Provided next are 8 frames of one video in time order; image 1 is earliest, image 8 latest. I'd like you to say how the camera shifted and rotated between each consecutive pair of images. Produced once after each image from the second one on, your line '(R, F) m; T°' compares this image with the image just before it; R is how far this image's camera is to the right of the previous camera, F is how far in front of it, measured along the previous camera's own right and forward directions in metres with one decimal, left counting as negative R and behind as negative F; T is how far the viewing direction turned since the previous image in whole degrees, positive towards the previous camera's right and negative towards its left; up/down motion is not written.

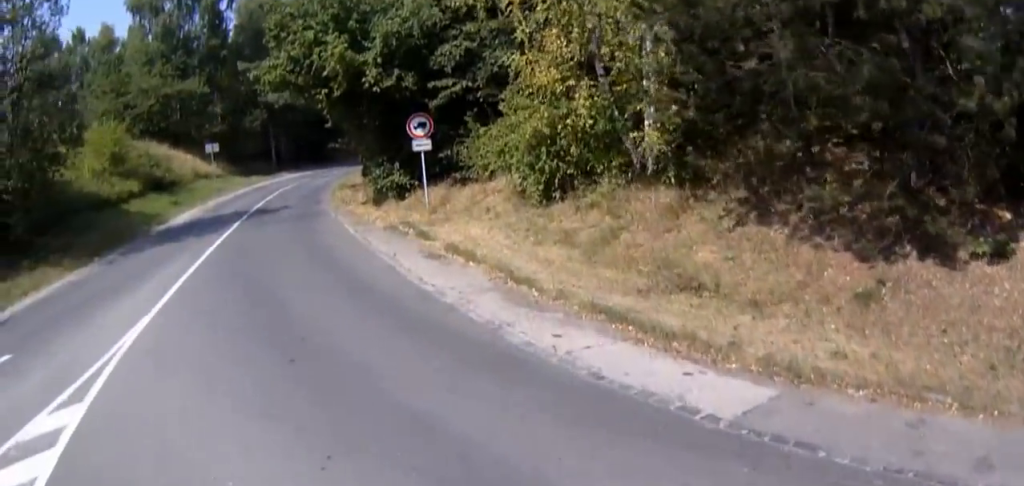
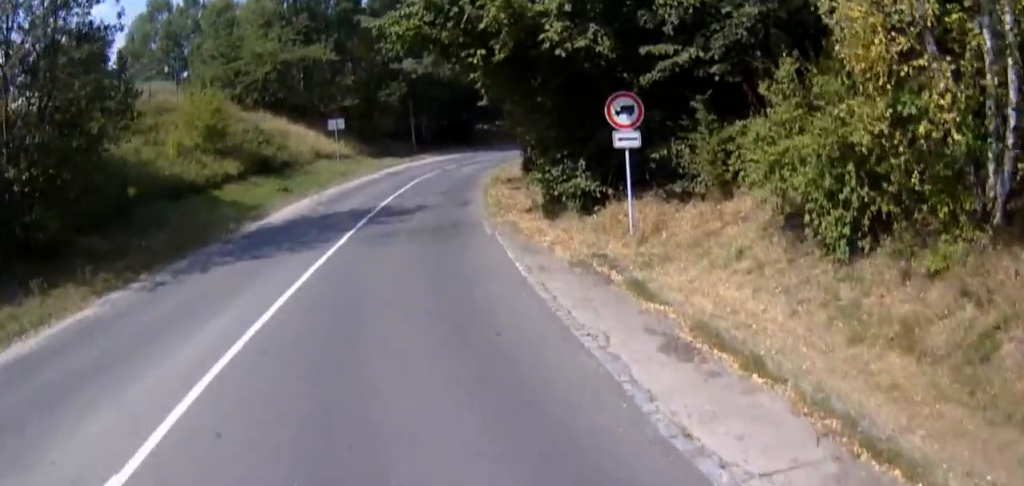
(-0.5, +5.9) m; -8°
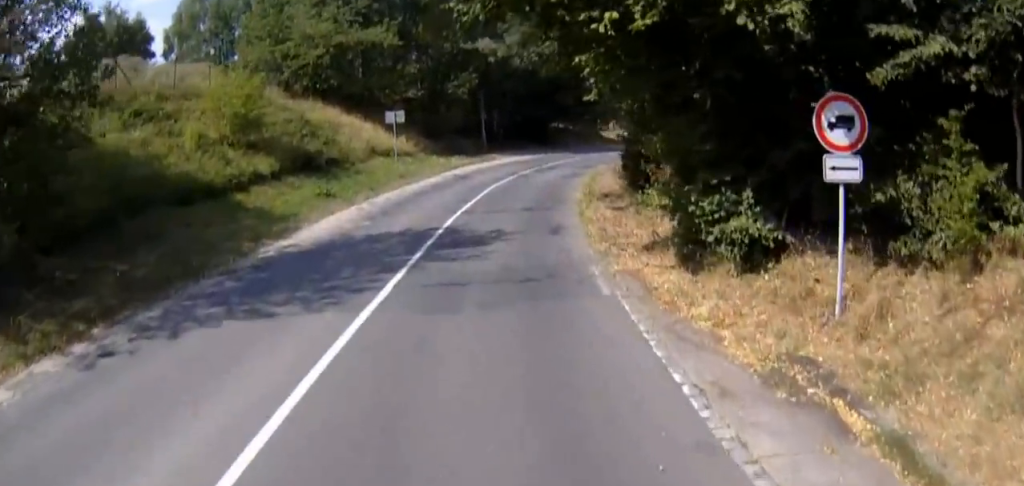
(+0.3, +4.7) m; -5°
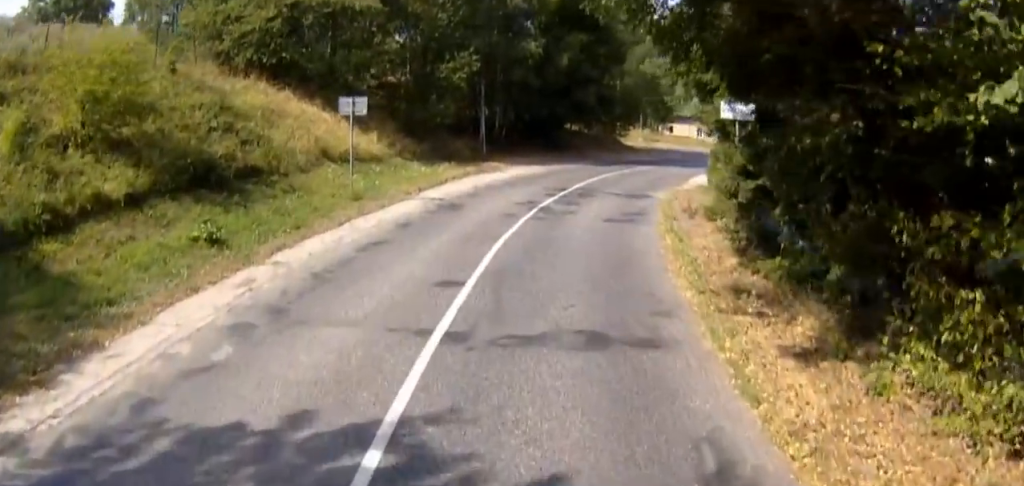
(-1.7, +7.8) m; -15°
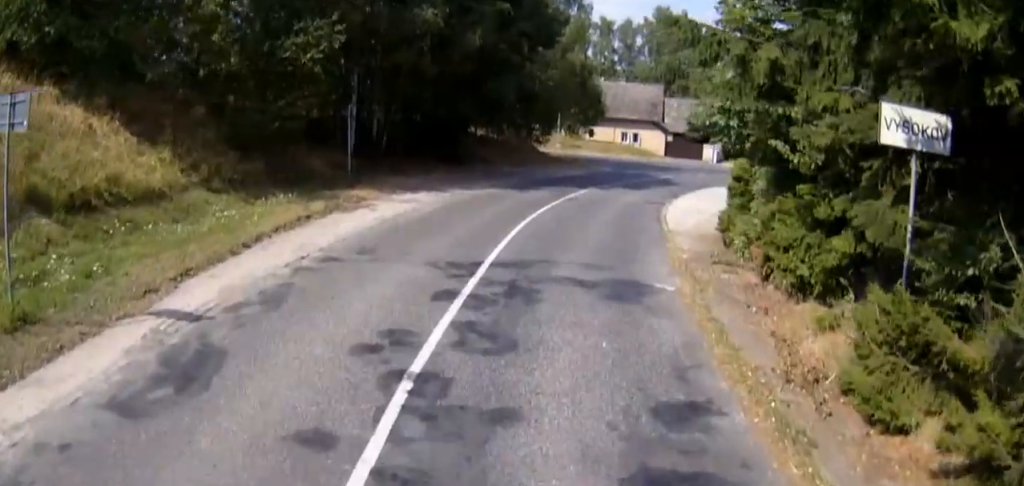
(+0.6, +8.9) m; +9°
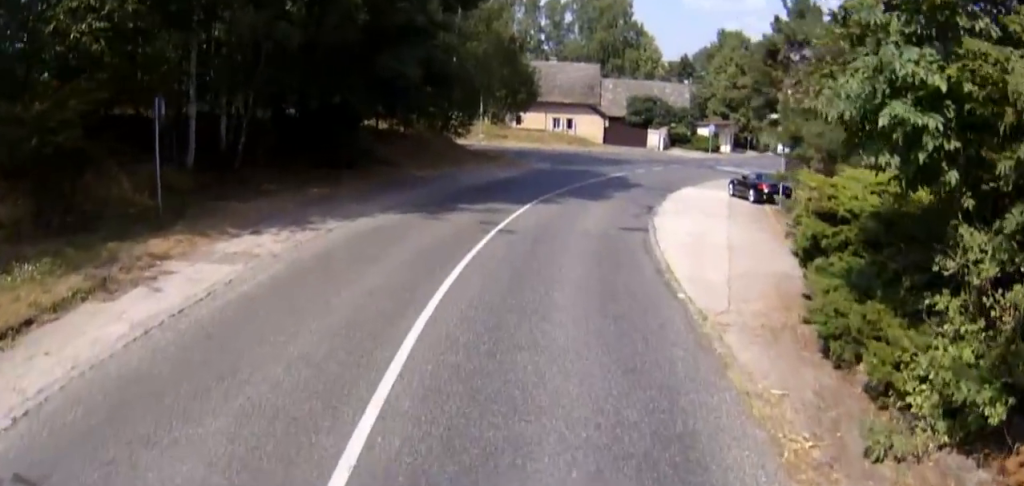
(+0.3, +7.3) m; -1°
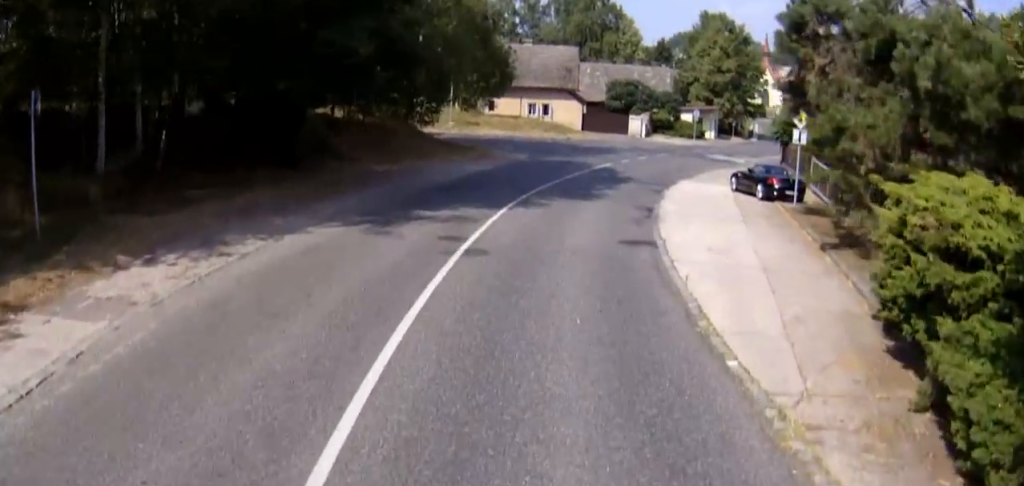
(-0.5, +3.3) m; -2°
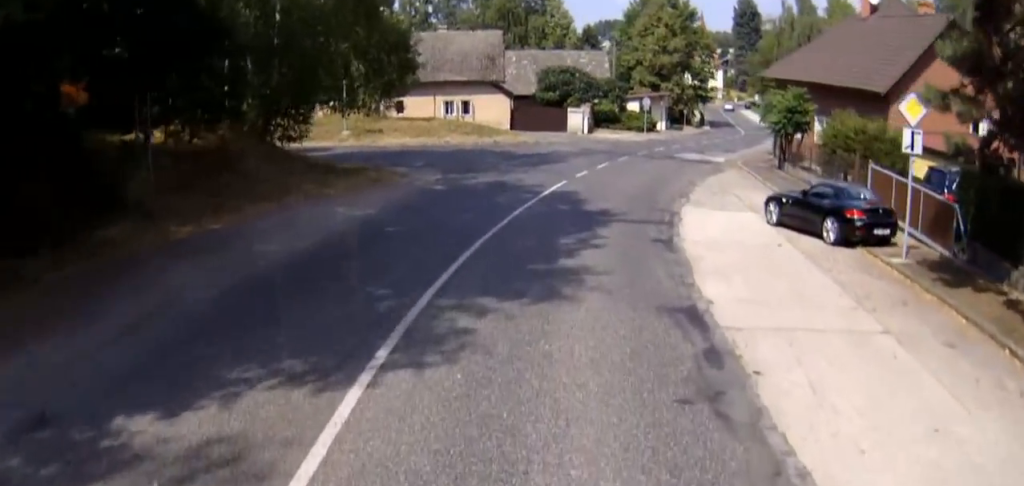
(+0.8, +10.2) m; +4°
